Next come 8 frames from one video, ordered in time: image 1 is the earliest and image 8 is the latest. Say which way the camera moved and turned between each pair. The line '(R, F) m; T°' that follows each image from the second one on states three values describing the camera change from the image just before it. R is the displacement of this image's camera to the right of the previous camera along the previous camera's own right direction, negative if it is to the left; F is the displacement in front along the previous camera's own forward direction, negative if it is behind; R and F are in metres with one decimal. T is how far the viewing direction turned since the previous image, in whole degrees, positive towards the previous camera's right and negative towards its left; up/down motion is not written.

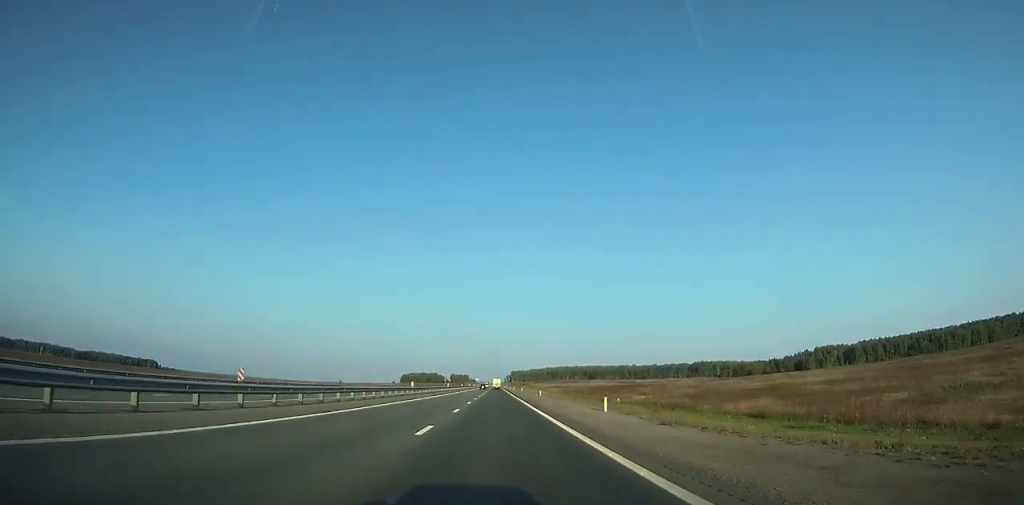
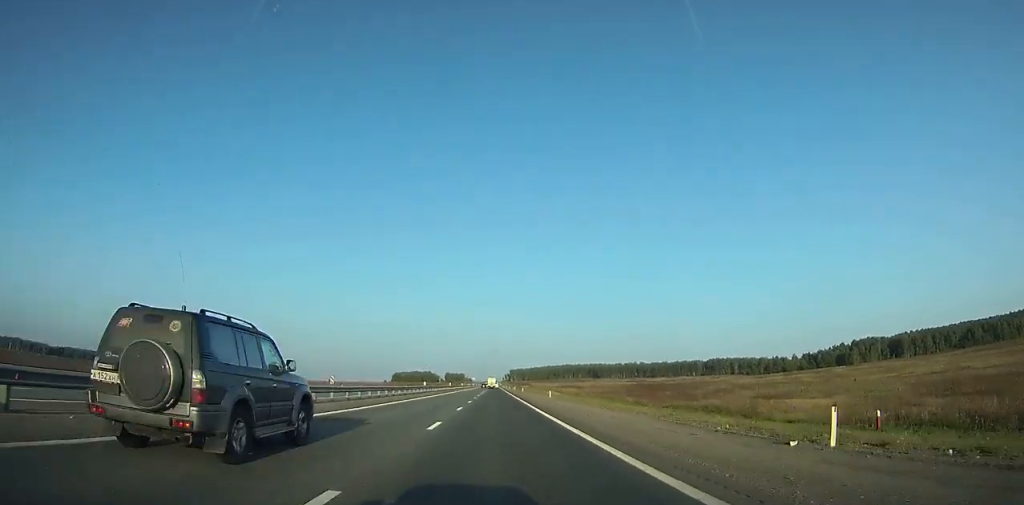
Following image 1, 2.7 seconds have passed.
(+0.3, +70.8) m; 0°
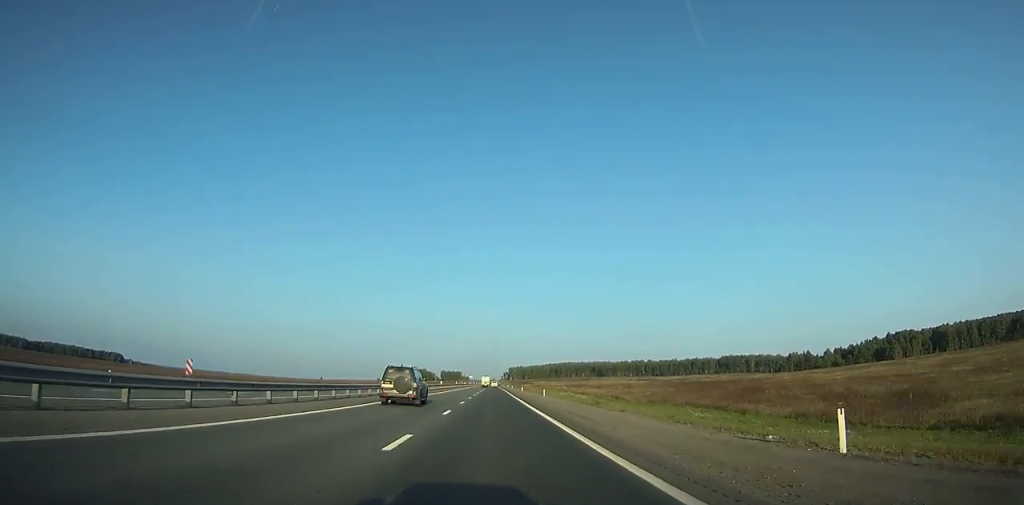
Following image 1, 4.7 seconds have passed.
(-0.1, +52.4) m; 0°
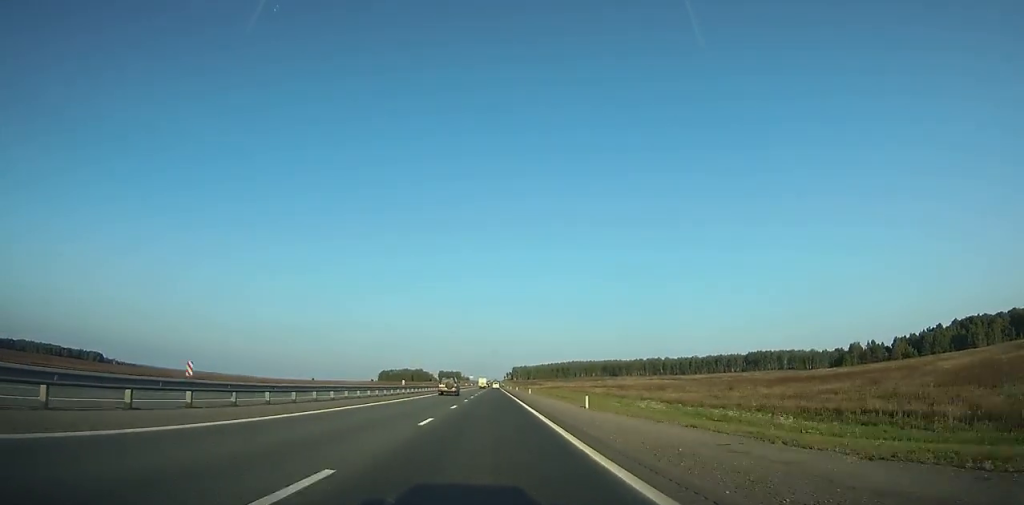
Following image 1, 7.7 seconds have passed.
(+0.1, +78.8) m; 0°
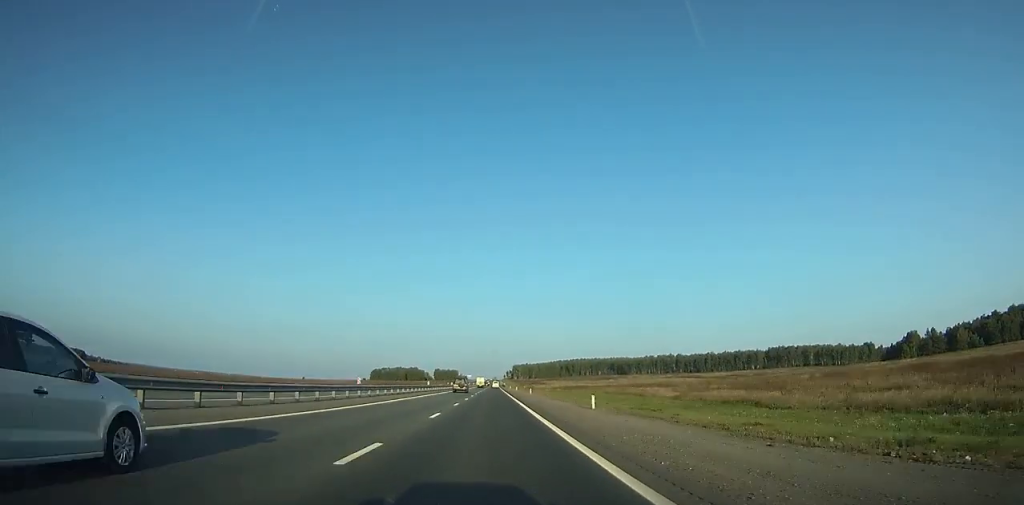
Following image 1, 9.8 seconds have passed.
(0.0, +55.6) m; 0°
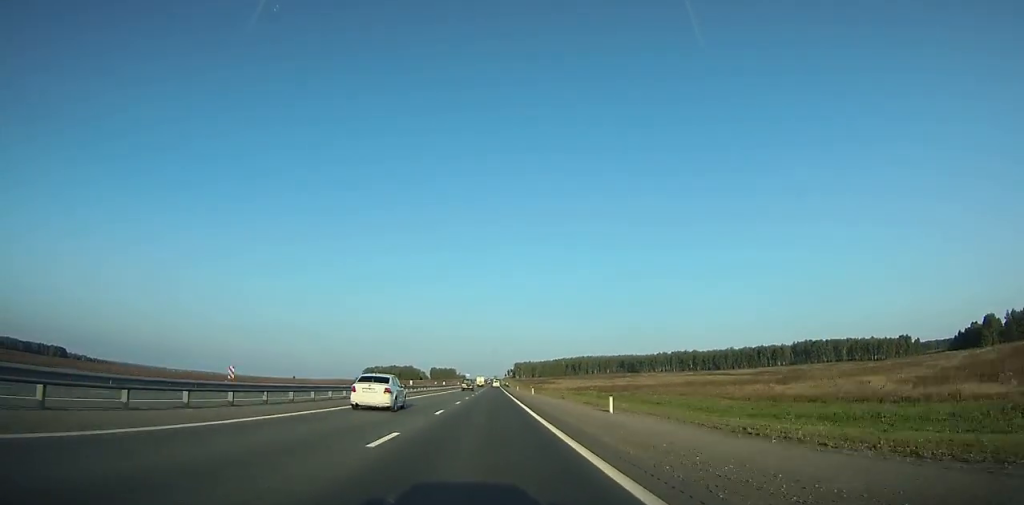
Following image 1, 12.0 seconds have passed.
(-0.1, +58.5) m; 0°
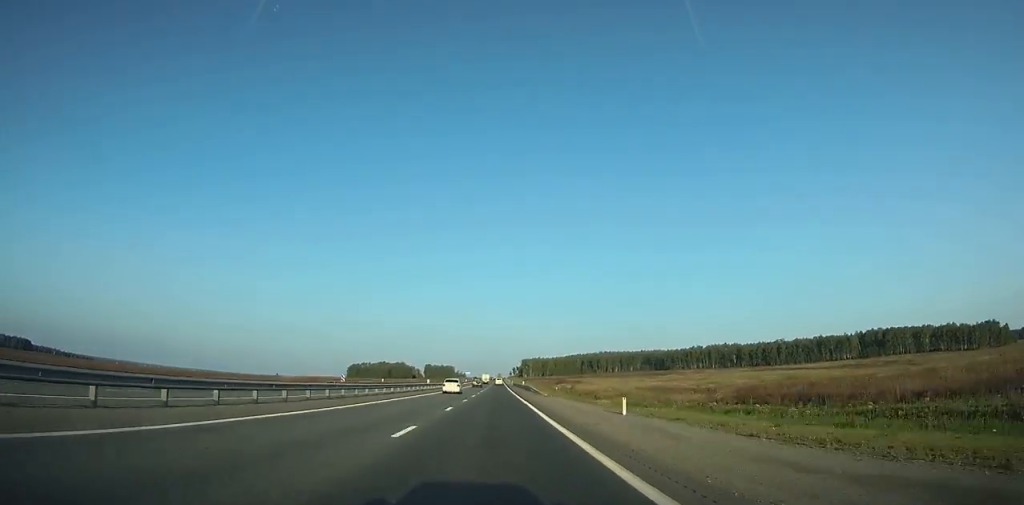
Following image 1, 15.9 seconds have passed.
(-0.1, +104.3) m; 0°
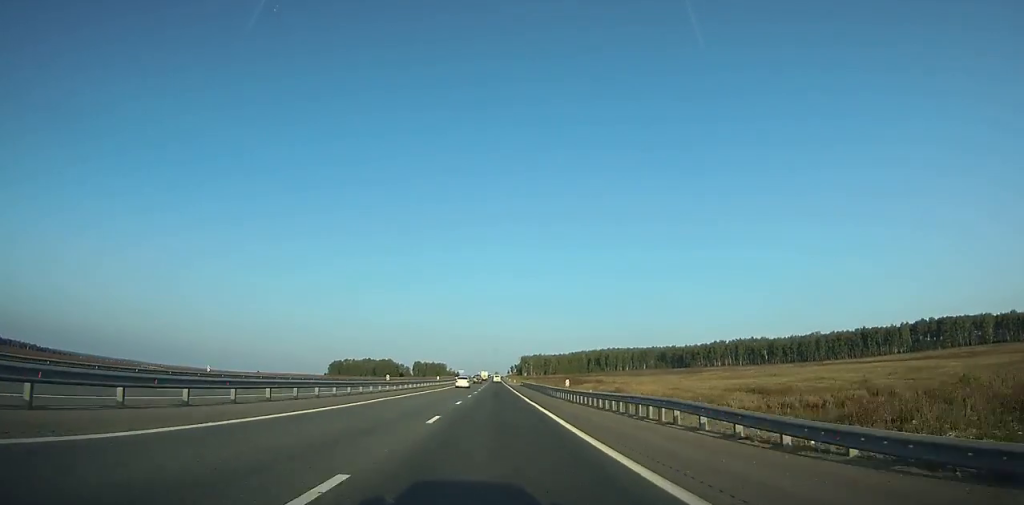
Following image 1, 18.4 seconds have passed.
(0.0, +66.4) m; 0°
